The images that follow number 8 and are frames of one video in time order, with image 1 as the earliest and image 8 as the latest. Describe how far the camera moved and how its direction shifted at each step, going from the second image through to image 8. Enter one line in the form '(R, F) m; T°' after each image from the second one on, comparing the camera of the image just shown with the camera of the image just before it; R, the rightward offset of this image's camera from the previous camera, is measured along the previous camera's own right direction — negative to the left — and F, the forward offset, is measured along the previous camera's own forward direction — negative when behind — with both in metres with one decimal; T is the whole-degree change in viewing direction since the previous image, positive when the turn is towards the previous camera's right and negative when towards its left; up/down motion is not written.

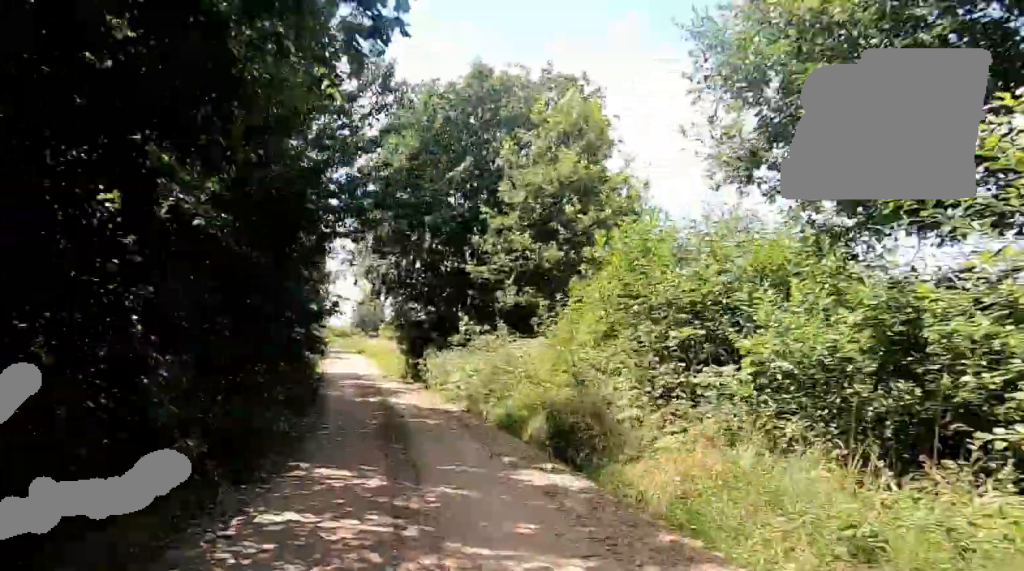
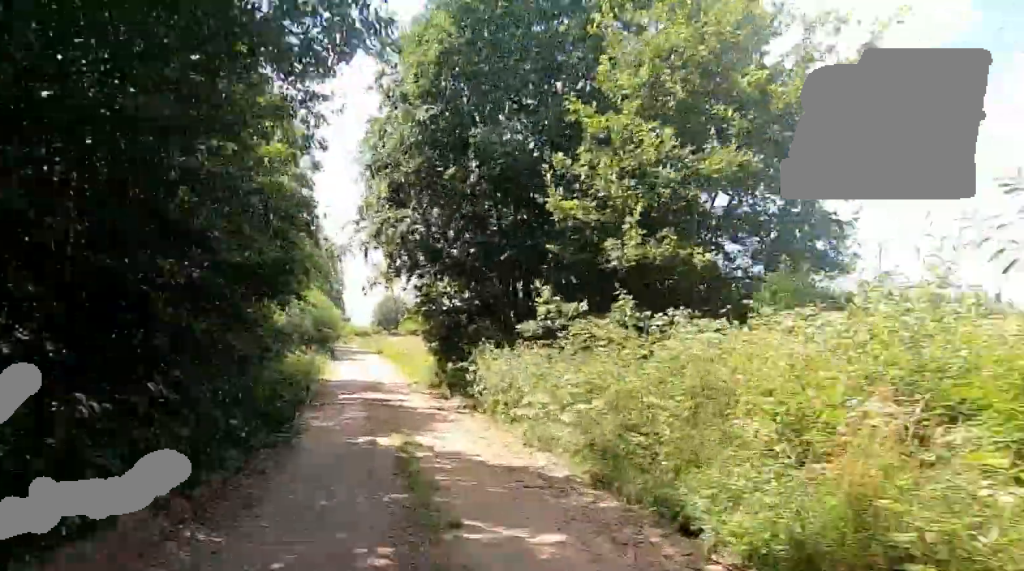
(-0.7, +8.3) m; -3°
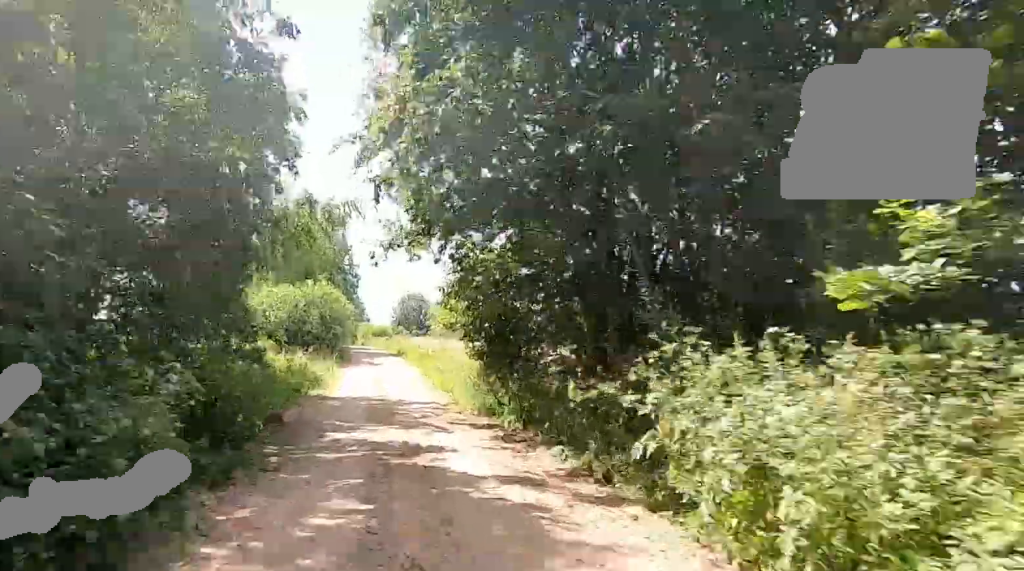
(-0.3, +7.7) m; -2°
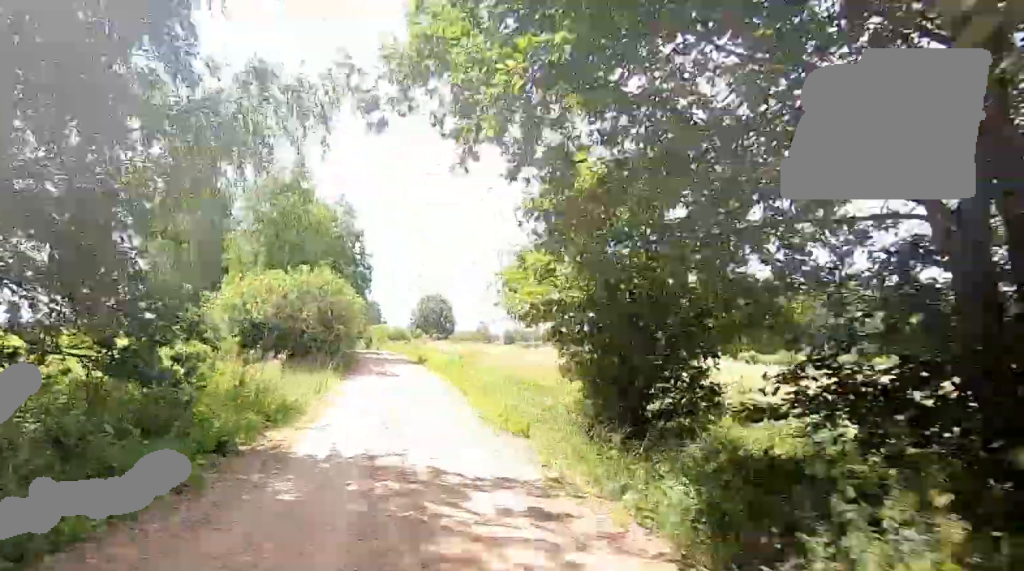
(-0.2, +8.4) m; -1°
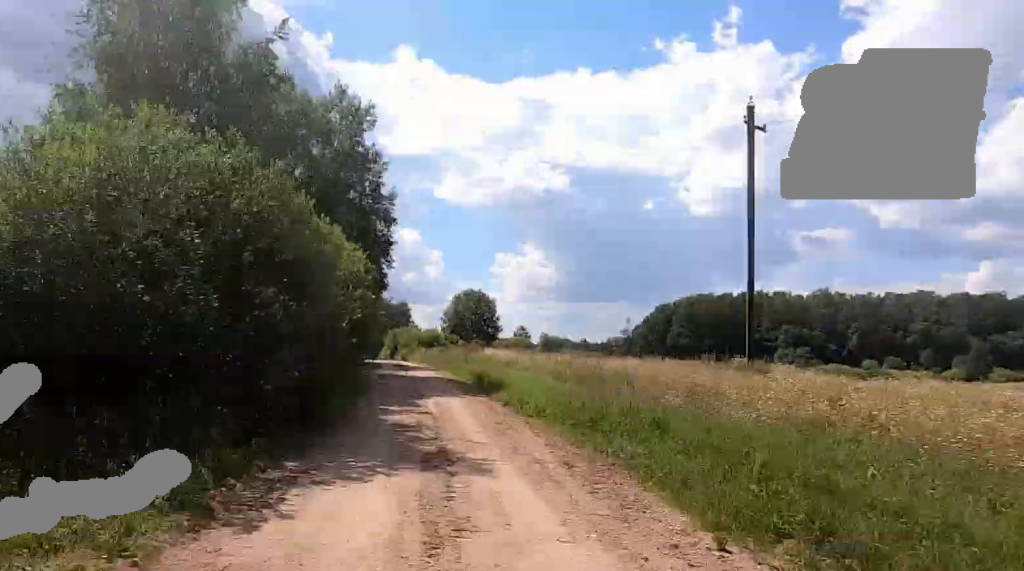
(-0.1, +18.2) m; -1°
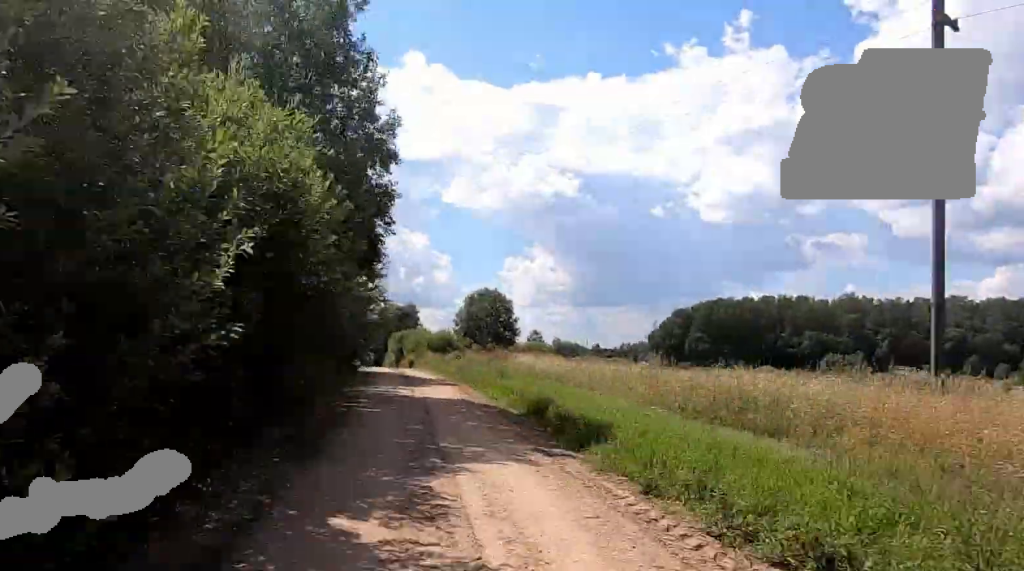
(+0.3, +8.6) m; -2°
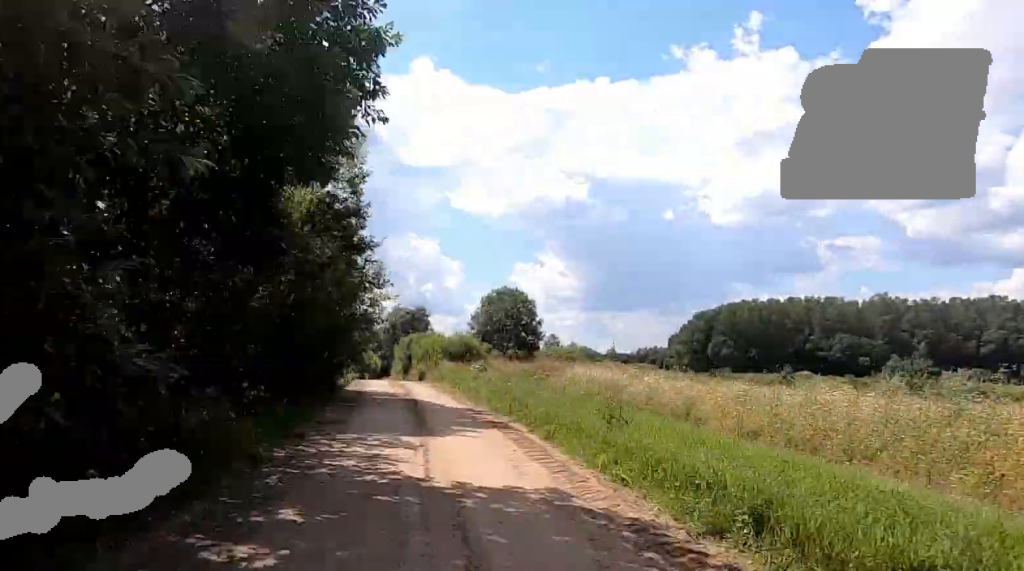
(-0.3, +9.5) m; -2°
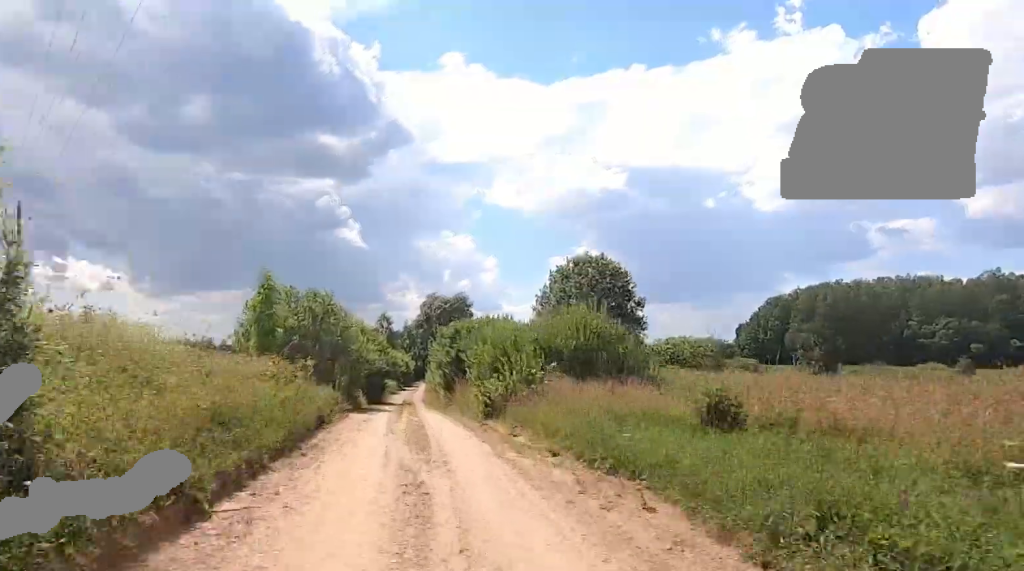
(-1.0, +22.5) m; -2°
